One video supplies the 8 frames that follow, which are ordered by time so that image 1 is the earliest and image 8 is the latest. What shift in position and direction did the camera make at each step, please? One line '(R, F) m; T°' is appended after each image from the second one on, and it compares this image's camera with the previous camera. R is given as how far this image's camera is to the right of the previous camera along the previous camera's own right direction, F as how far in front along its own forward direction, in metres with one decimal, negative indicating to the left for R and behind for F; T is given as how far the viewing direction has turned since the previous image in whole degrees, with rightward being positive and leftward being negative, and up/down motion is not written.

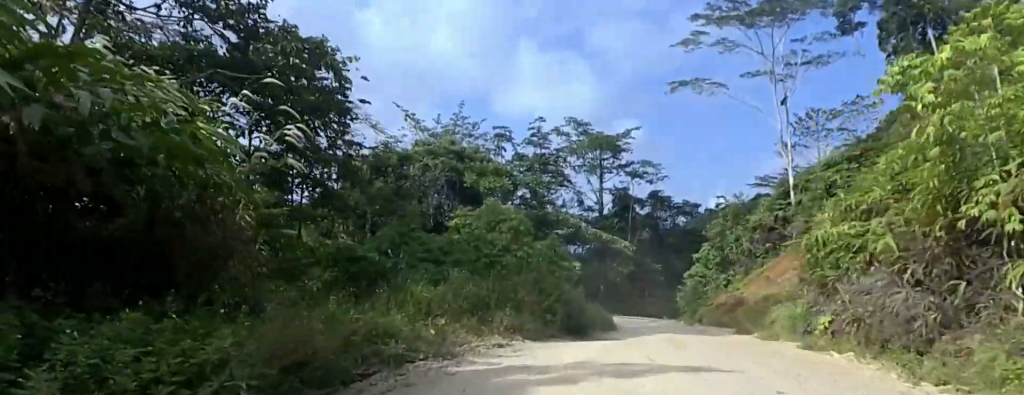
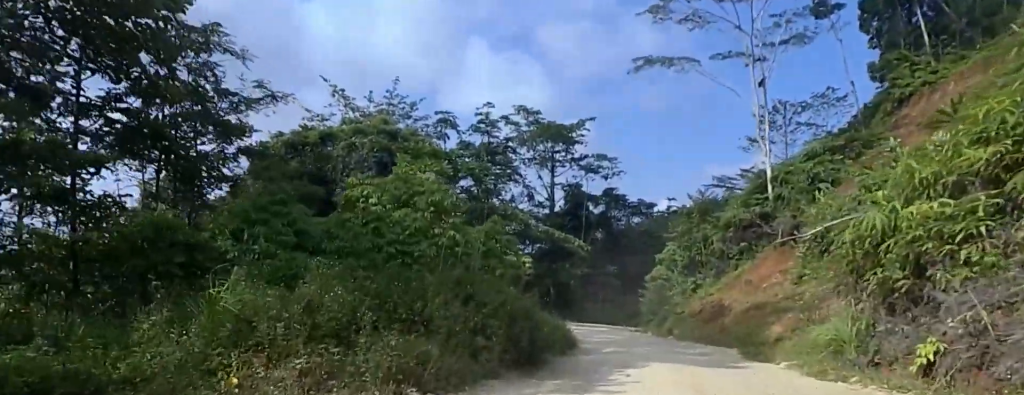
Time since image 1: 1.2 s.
(+0.7, +4.7) m; +10°
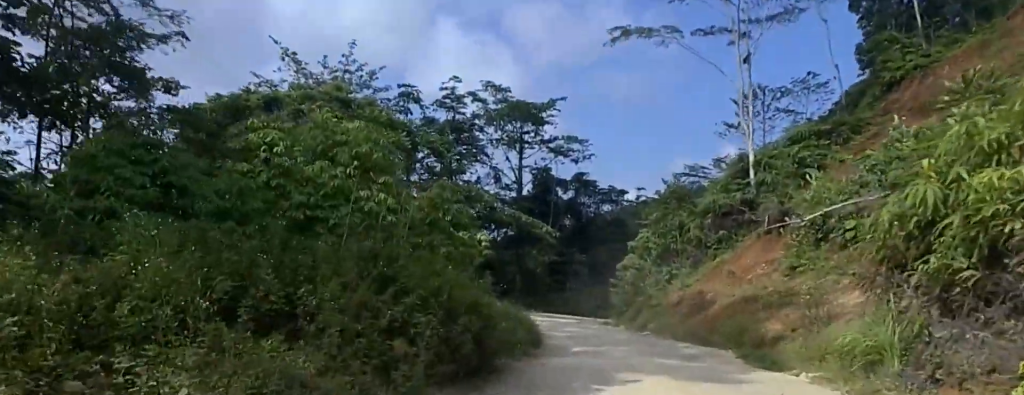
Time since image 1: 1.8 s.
(0.0, +3.1) m; +1°
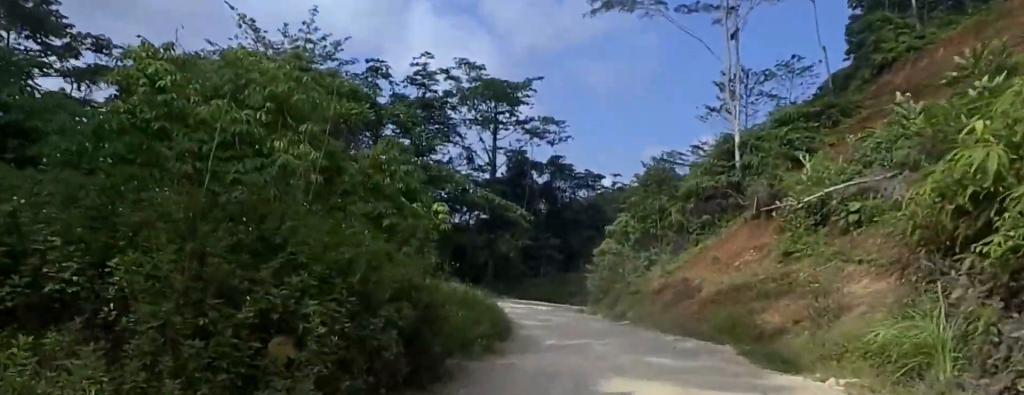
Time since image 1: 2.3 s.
(+0.1, +2.8) m; -1°
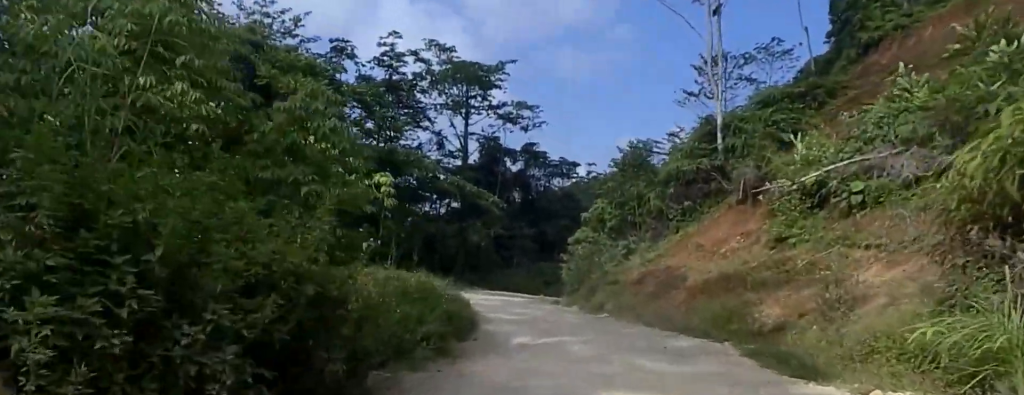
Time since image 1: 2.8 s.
(0.0, +2.8) m; -1°
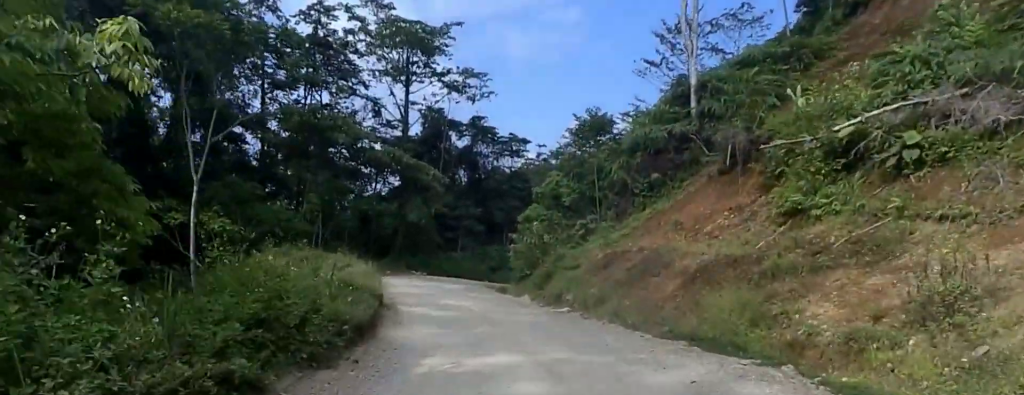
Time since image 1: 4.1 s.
(-0.4, +7.1) m; -3°
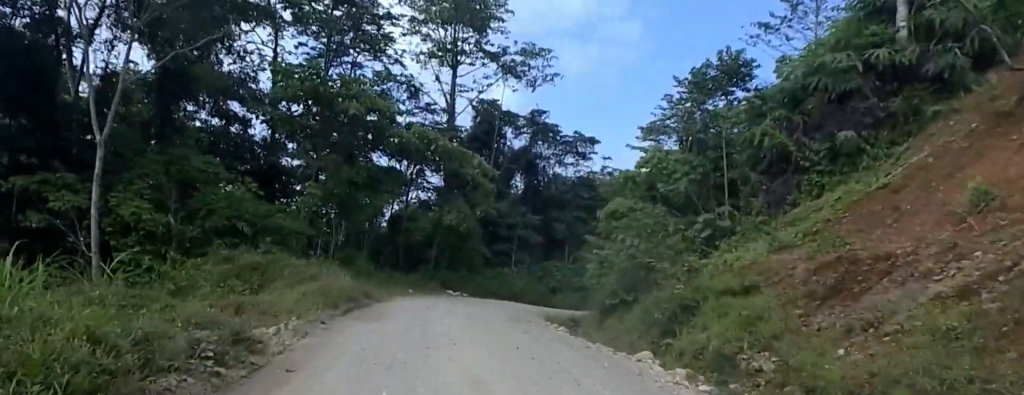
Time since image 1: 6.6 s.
(+0.4, +14.5) m; +2°
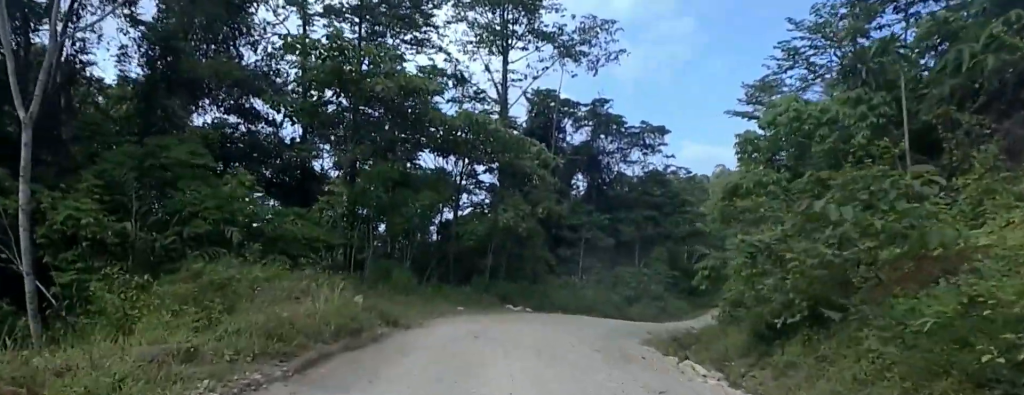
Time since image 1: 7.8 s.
(-0.3, +7.0) m; -12°
